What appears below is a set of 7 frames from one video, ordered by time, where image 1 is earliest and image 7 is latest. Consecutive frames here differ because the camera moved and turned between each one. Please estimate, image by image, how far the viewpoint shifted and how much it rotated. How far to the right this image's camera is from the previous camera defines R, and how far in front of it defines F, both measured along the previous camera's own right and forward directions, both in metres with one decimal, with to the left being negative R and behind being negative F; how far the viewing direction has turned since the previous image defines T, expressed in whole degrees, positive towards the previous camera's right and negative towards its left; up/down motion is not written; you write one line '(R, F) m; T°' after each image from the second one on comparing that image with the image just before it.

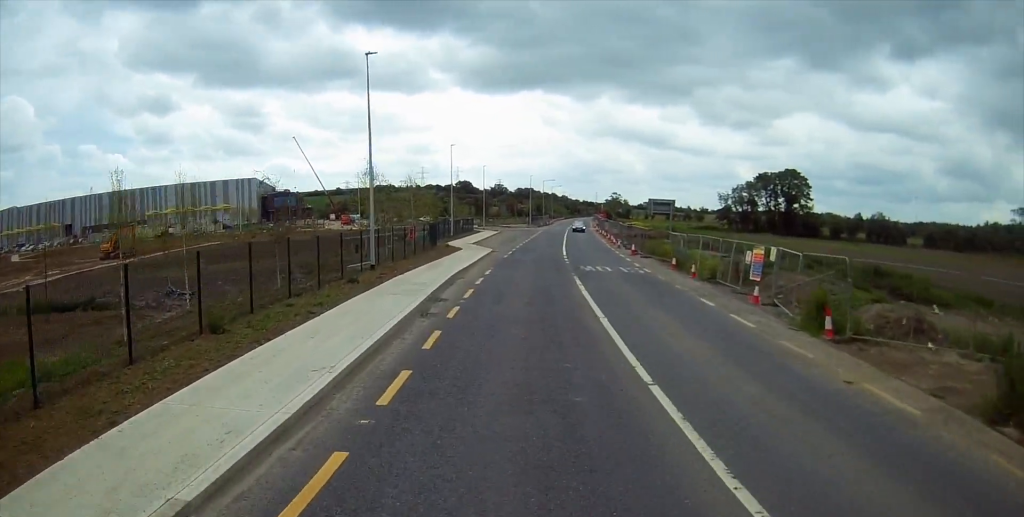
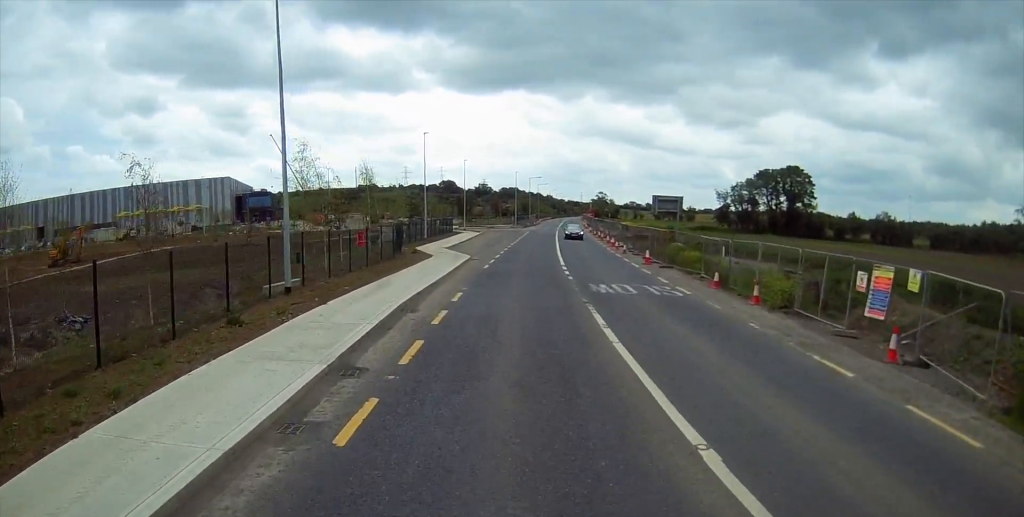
(+0.3, +9.3) m; +4°
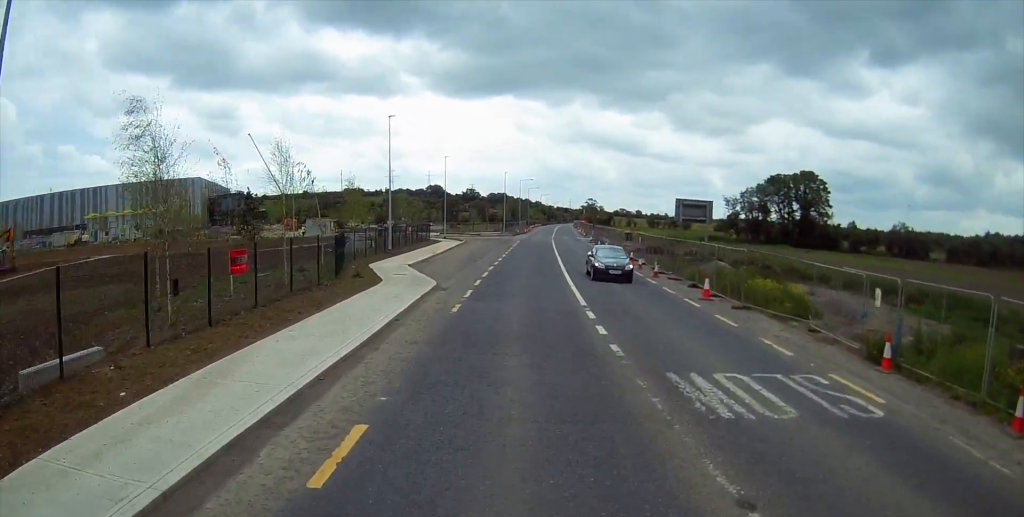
(+0.4, +12.9) m; +3°
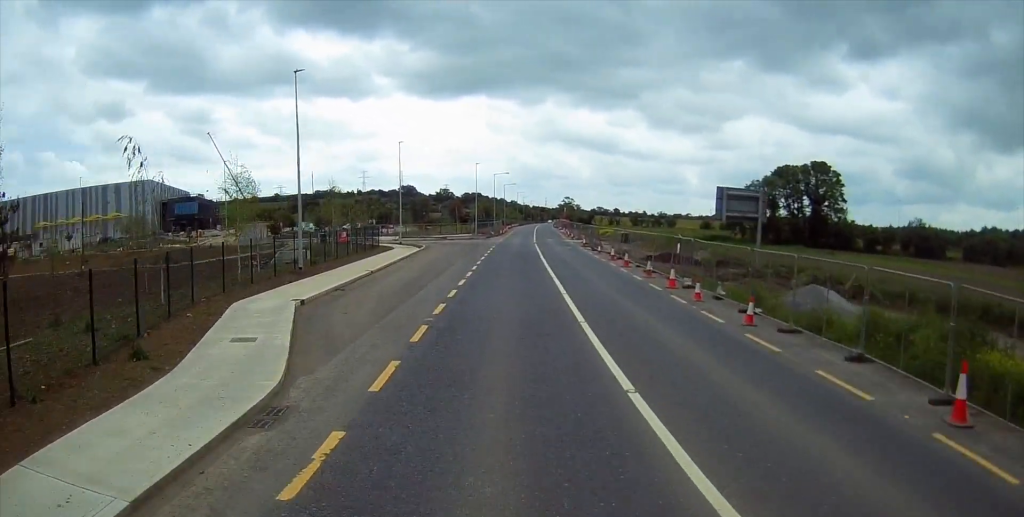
(+0.1, +15.8) m; +1°
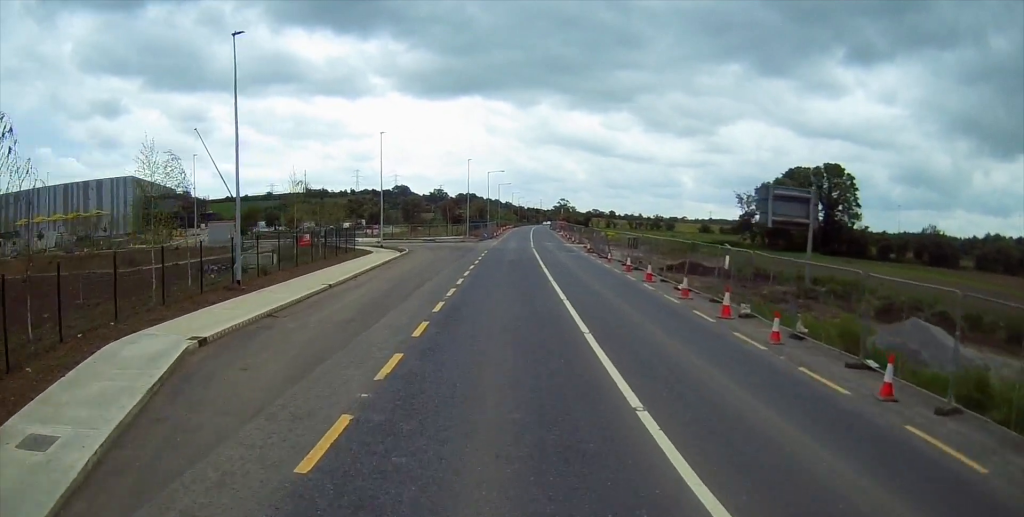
(-0.1, +7.0) m; +1°
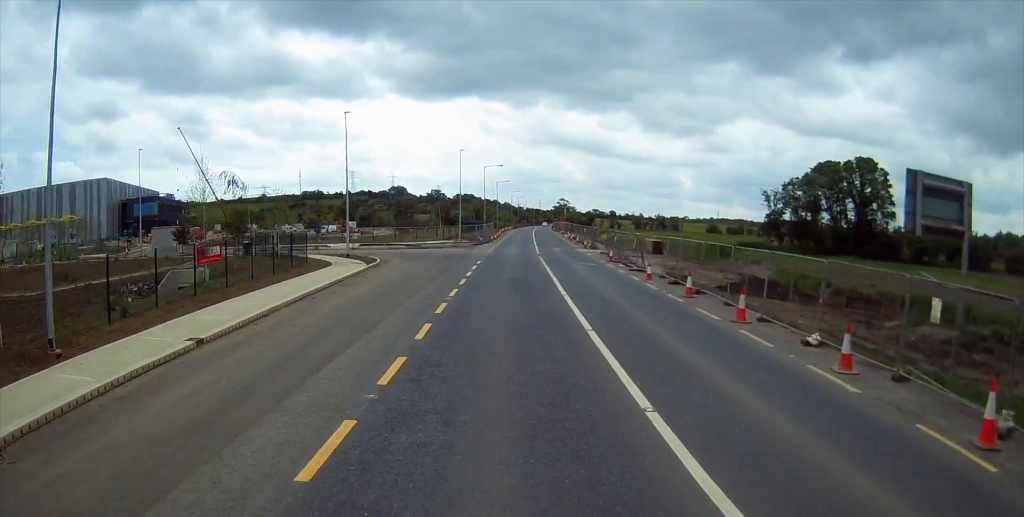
(+0.5, +11.7) m; +1°
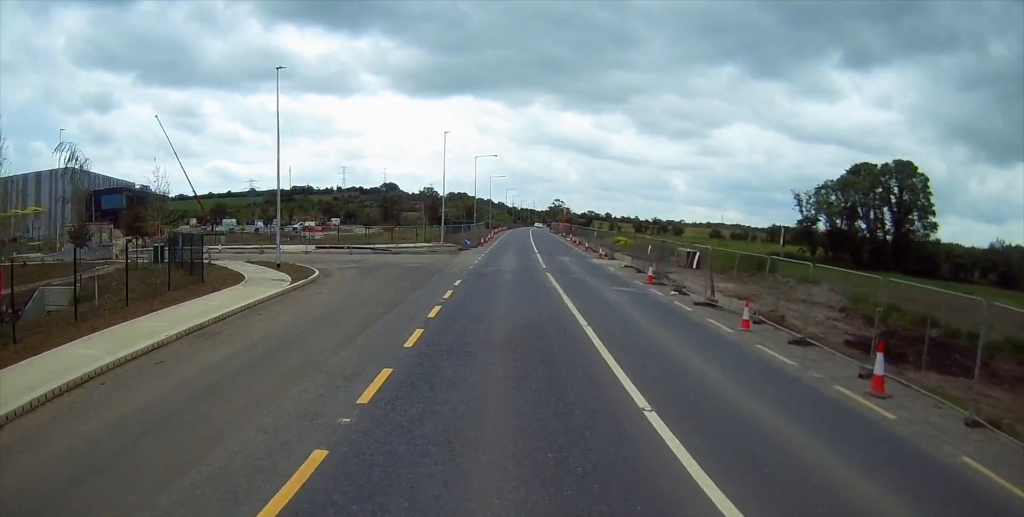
(-0.3, +13.0) m; -1°
